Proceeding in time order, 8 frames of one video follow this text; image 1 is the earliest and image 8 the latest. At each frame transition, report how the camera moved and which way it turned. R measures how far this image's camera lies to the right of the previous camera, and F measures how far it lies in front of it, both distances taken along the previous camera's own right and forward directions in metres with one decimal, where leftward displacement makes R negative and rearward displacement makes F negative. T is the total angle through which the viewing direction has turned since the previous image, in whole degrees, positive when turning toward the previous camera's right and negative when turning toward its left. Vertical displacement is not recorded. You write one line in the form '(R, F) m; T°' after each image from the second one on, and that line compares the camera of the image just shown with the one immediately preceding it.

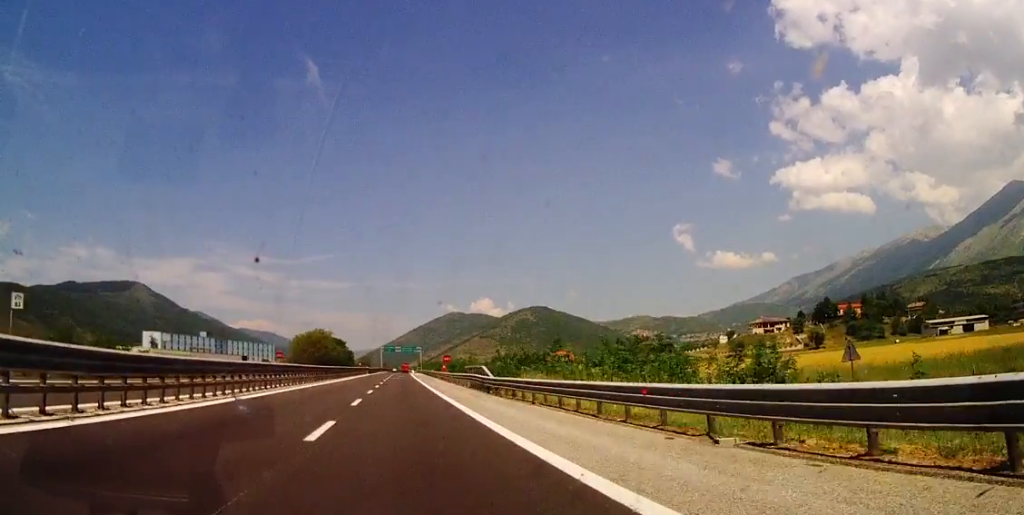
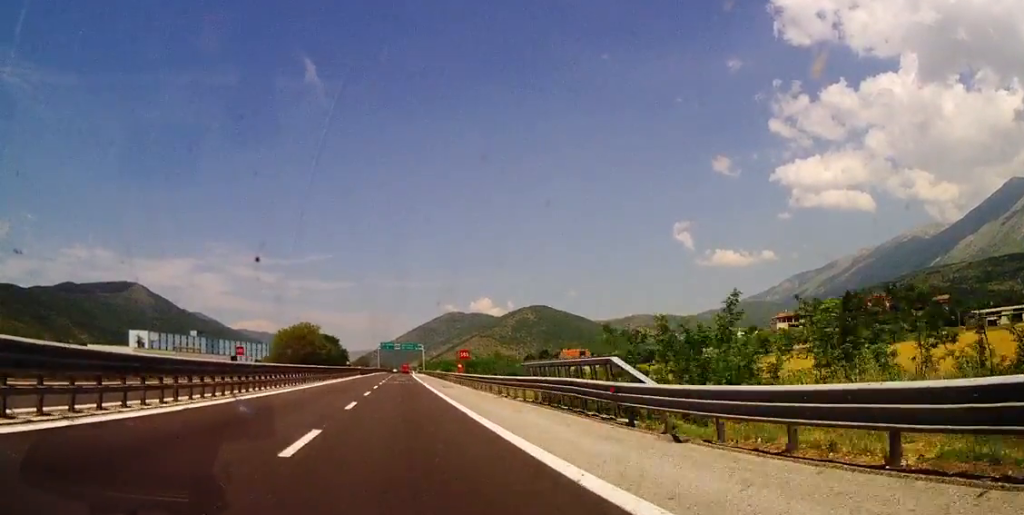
(+0.3, +25.4) m; 0°
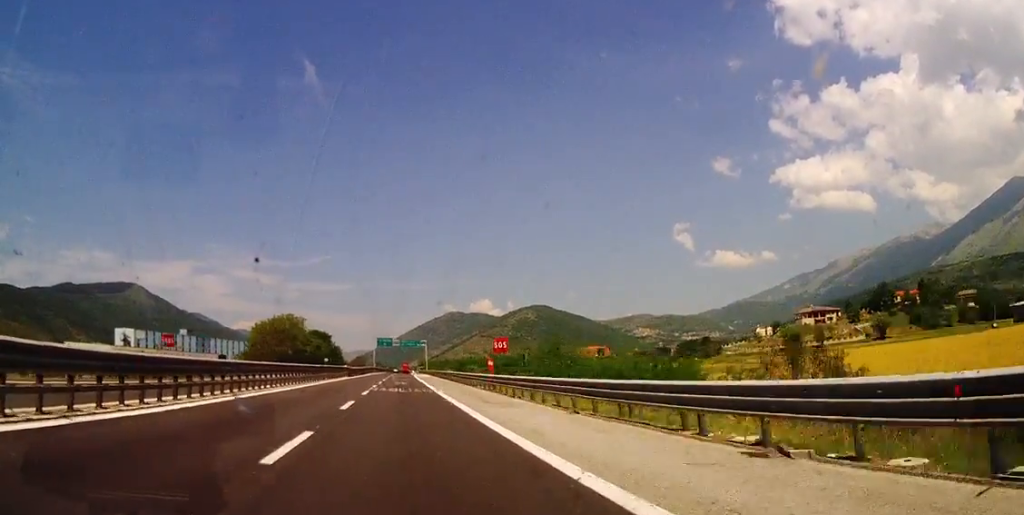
(+0.1, +24.2) m; 0°
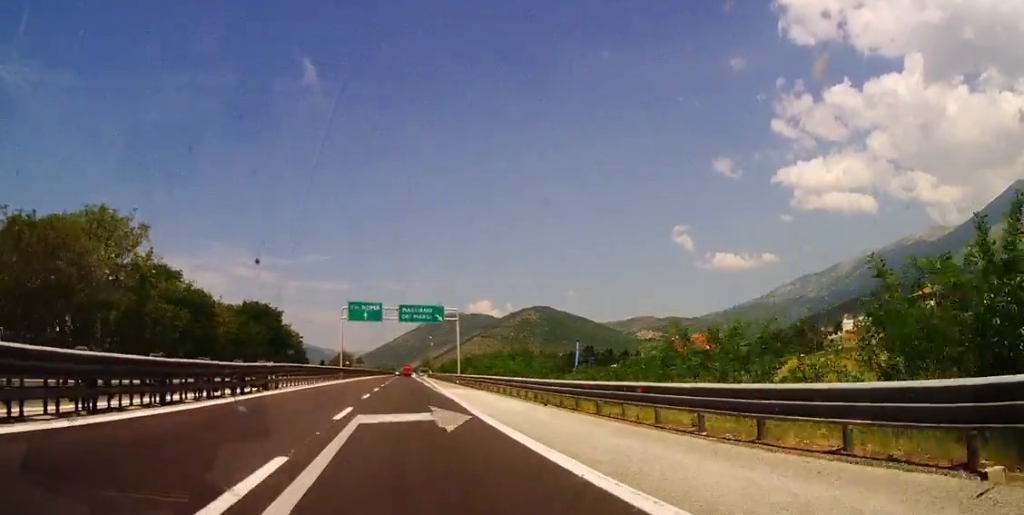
(-0.2, +85.4) m; 0°
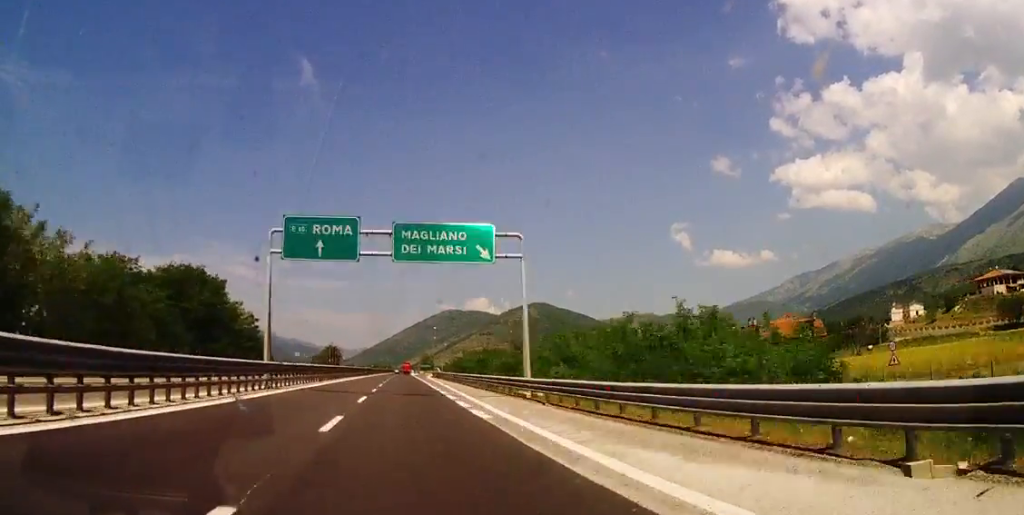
(-0.3, +38.3) m; 0°
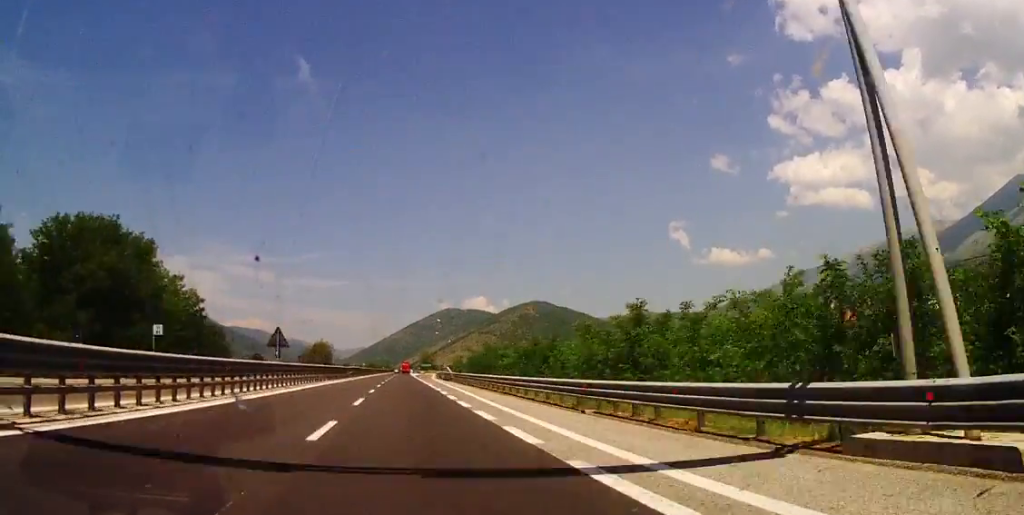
(+0.2, +25.1) m; 0°
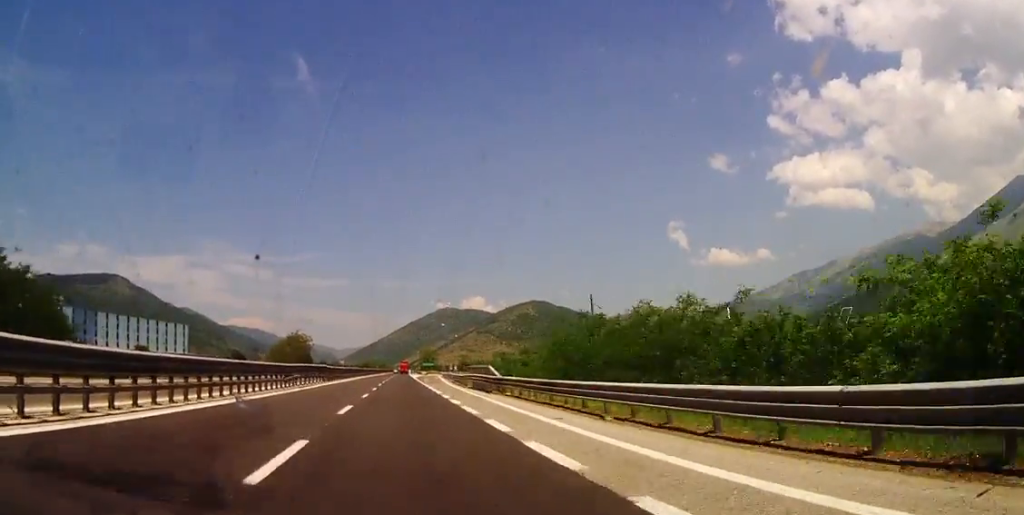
(+0.2, +39.3) m; 0°
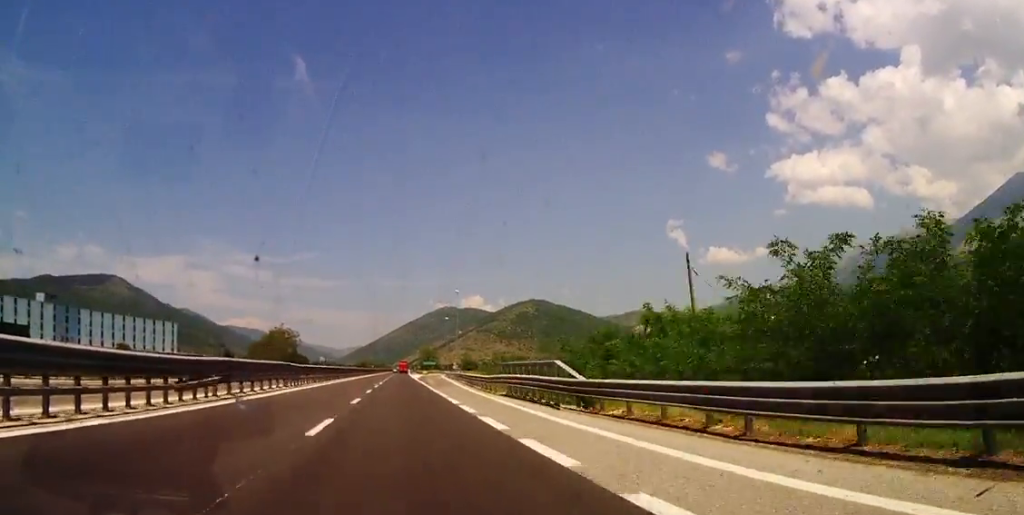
(-0.2, +17.8) m; 0°
